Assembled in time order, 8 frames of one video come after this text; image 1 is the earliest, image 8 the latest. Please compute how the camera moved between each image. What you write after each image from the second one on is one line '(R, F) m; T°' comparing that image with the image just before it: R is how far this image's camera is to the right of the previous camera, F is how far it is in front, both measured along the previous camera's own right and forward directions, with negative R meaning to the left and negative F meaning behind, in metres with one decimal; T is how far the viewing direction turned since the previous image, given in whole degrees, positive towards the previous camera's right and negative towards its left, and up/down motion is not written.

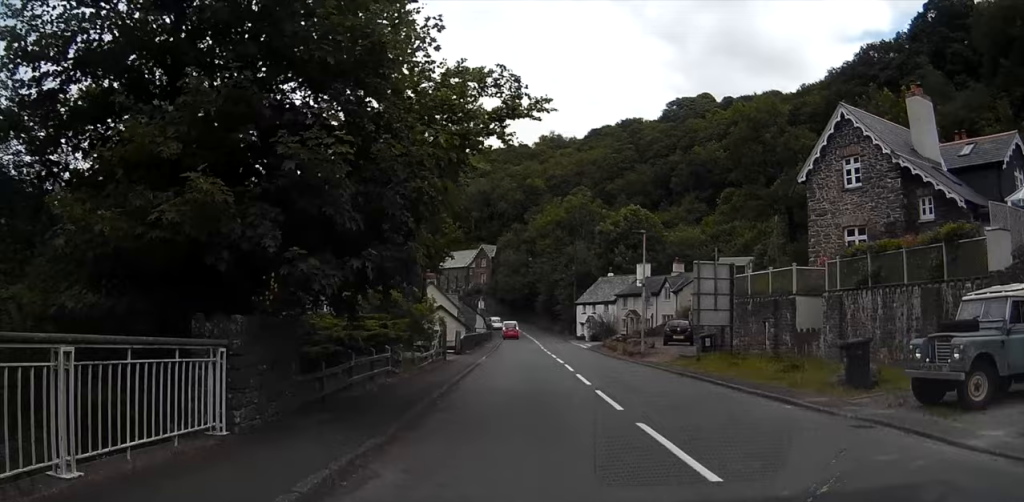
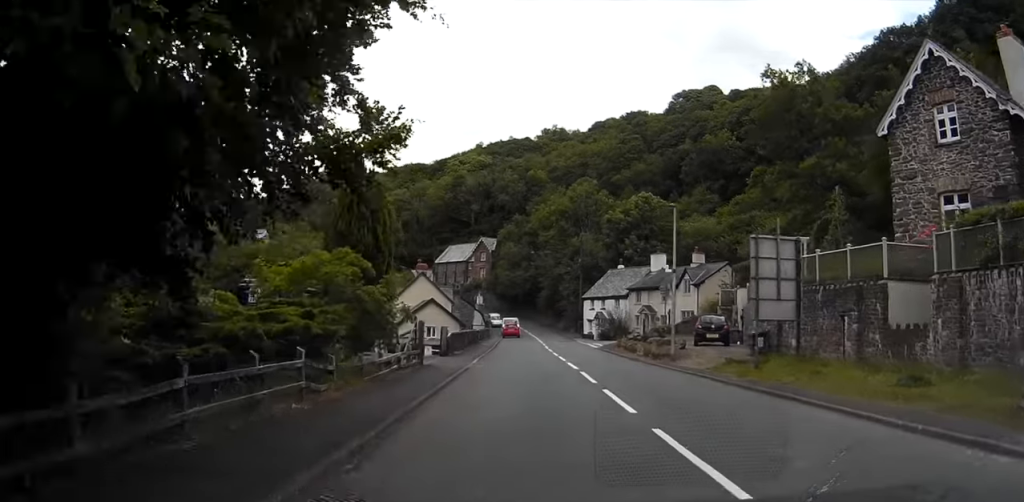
(+0.1, +7.1) m; +1°
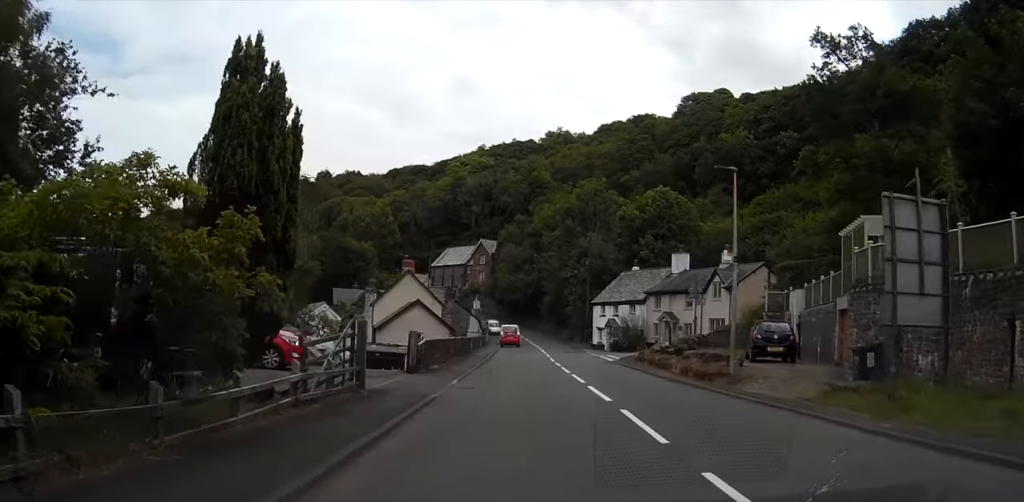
(0.0, +8.2) m; -1°
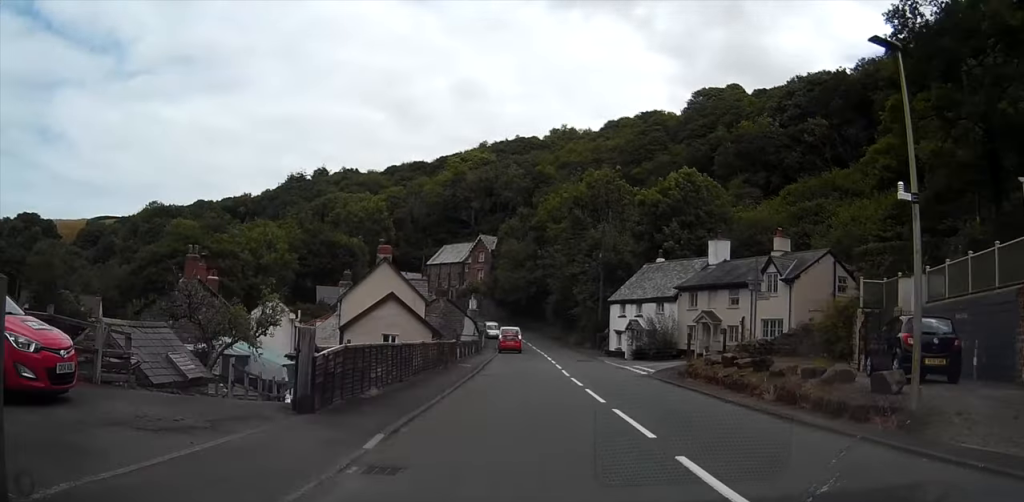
(-0.2, +10.2) m; -3°
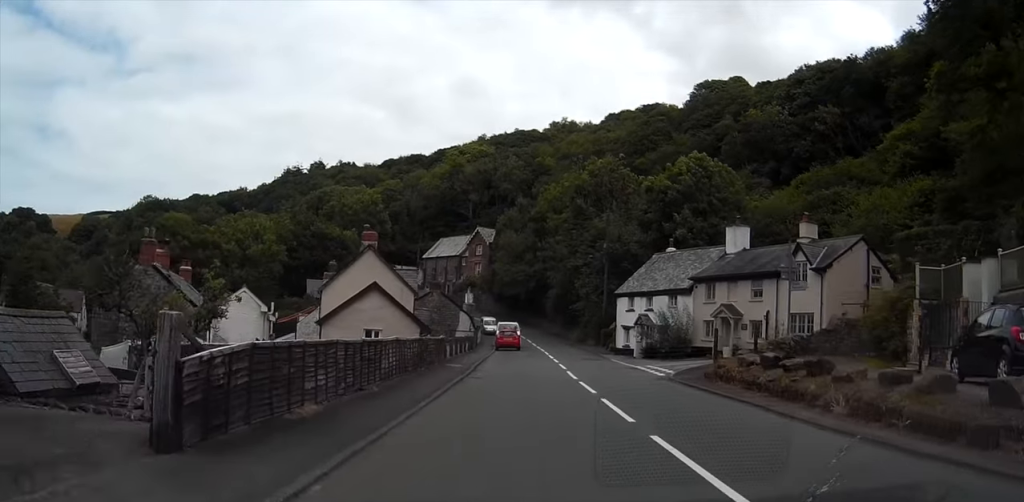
(-0.1, +4.1) m; -1°
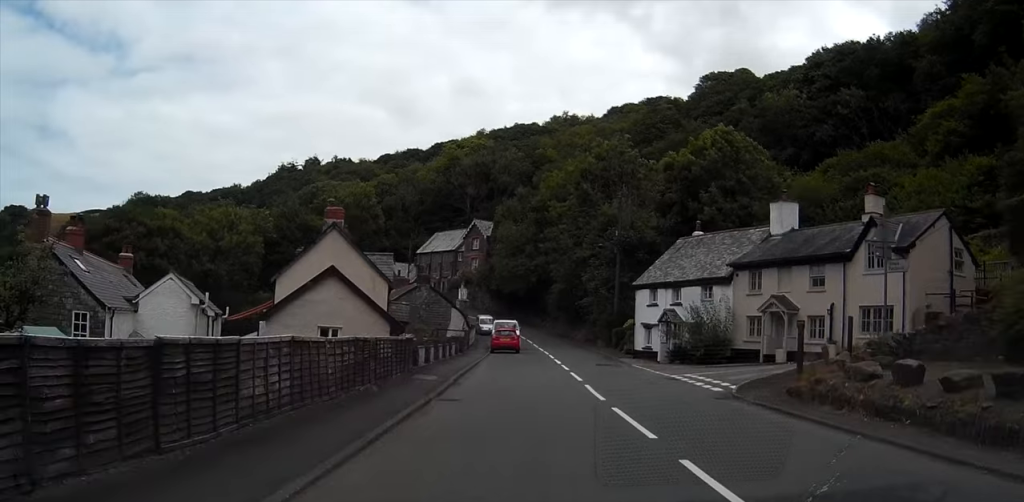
(0.0, +7.5) m; 0°
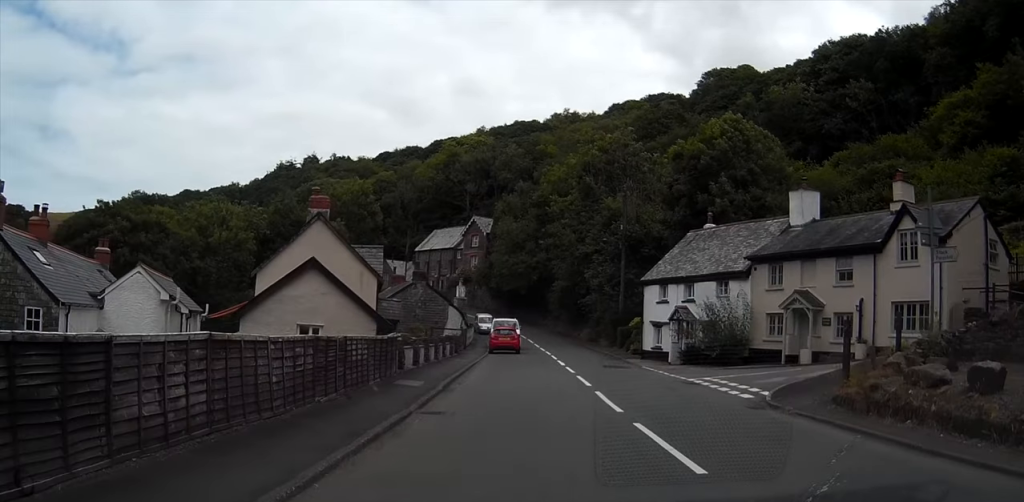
(0.0, +2.3) m; 0°
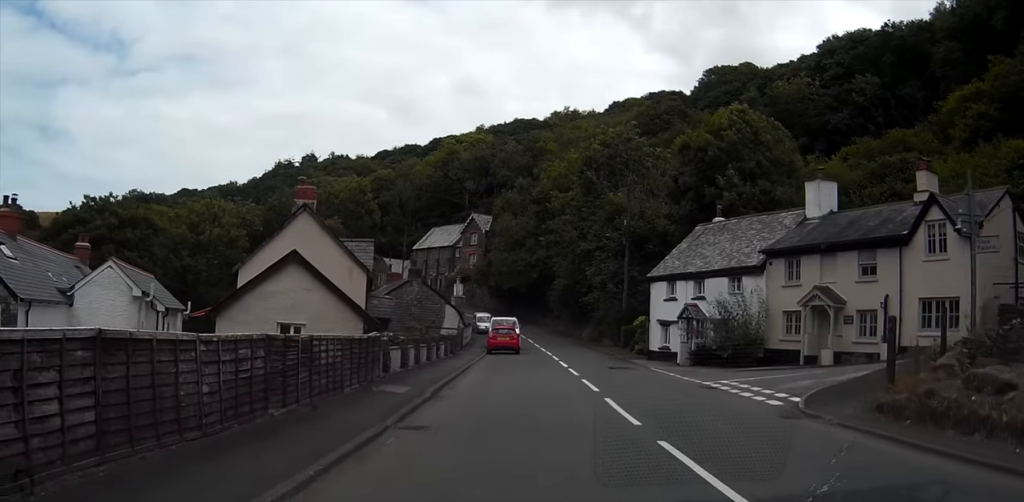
(0.0, +1.8) m; 0°
